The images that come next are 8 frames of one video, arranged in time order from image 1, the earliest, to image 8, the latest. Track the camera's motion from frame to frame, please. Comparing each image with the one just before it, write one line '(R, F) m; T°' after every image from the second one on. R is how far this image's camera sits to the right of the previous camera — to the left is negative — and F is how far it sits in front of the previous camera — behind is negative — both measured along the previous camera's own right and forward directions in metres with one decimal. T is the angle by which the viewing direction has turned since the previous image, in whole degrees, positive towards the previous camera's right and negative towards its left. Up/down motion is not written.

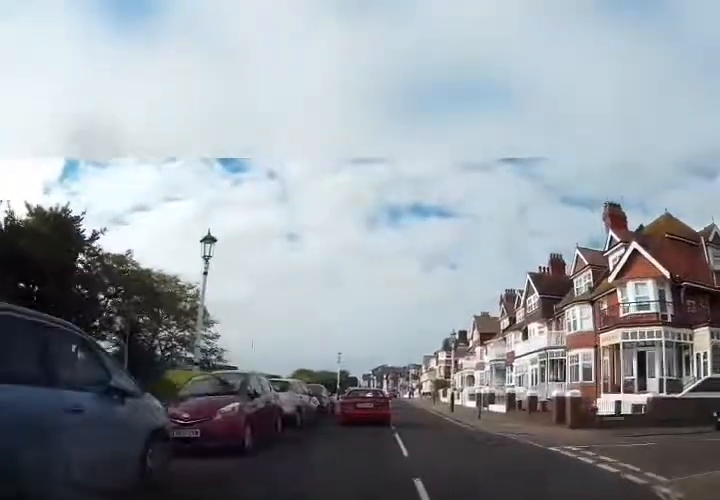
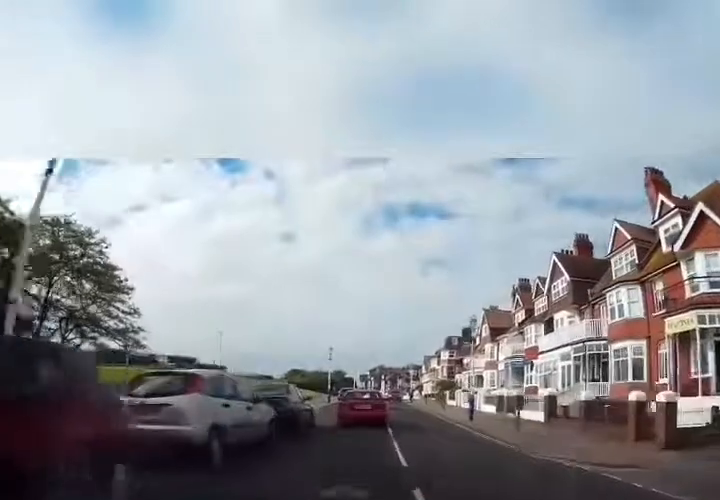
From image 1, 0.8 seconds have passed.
(+0.1, +6.7) m; -1°
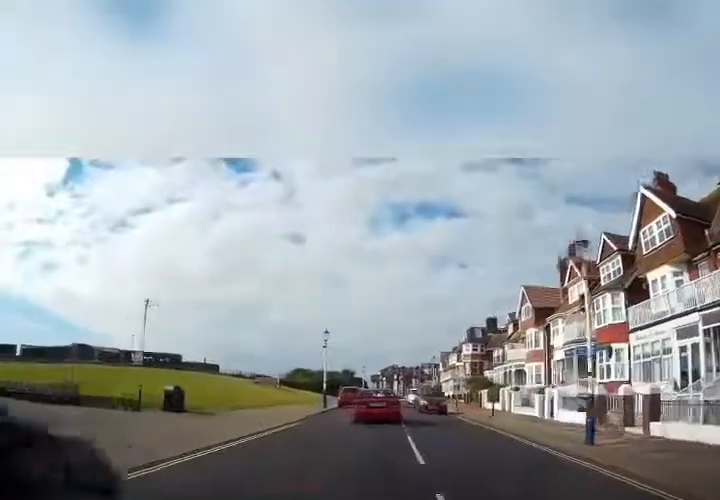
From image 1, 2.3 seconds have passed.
(-0.5, +11.6) m; -4°
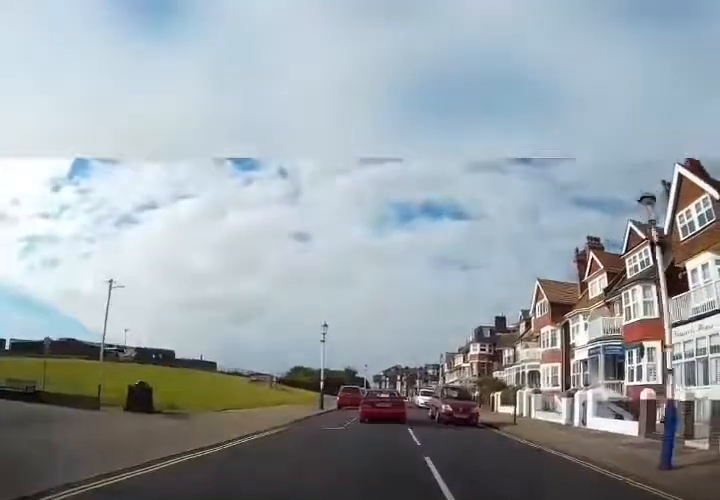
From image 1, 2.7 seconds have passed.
(0.0, +3.2) m; -1°
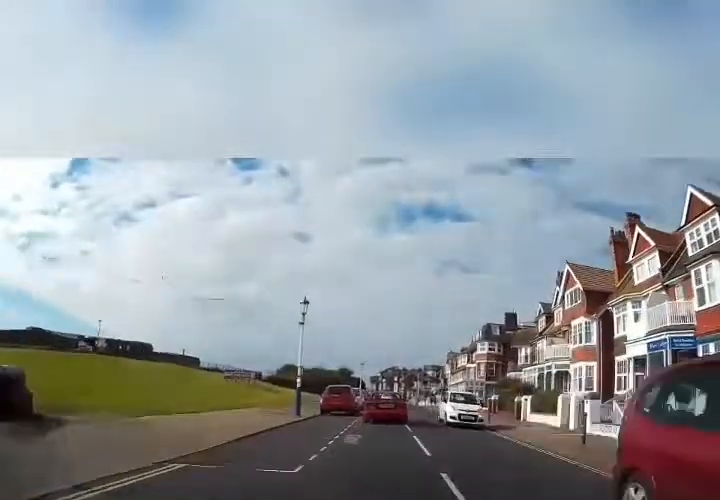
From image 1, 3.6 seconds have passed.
(-0.1, +7.1) m; +2°
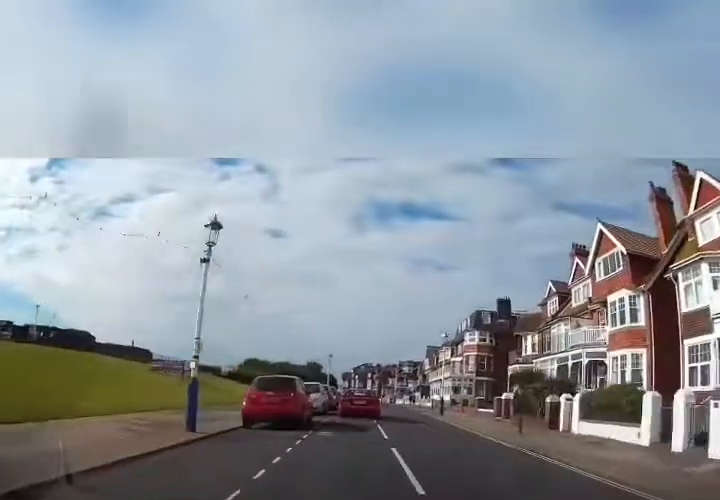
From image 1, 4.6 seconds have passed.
(+0.4, +8.9) m; +4°
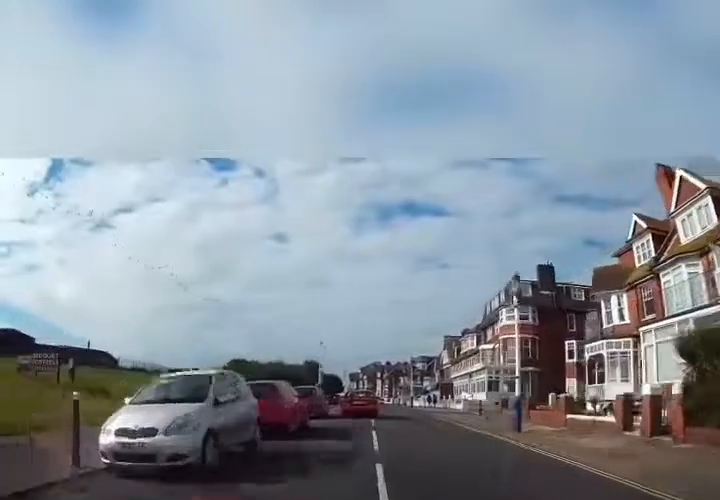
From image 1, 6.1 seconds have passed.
(0.0, +12.9) m; -1°
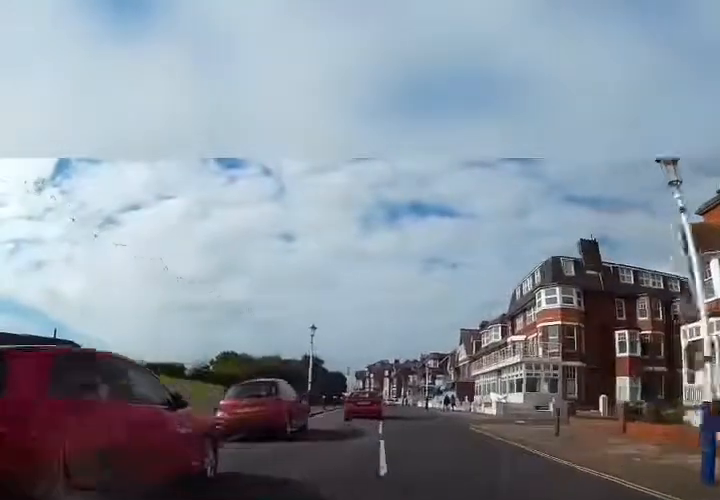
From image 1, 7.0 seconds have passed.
(-0.1, +8.0) m; -1°
